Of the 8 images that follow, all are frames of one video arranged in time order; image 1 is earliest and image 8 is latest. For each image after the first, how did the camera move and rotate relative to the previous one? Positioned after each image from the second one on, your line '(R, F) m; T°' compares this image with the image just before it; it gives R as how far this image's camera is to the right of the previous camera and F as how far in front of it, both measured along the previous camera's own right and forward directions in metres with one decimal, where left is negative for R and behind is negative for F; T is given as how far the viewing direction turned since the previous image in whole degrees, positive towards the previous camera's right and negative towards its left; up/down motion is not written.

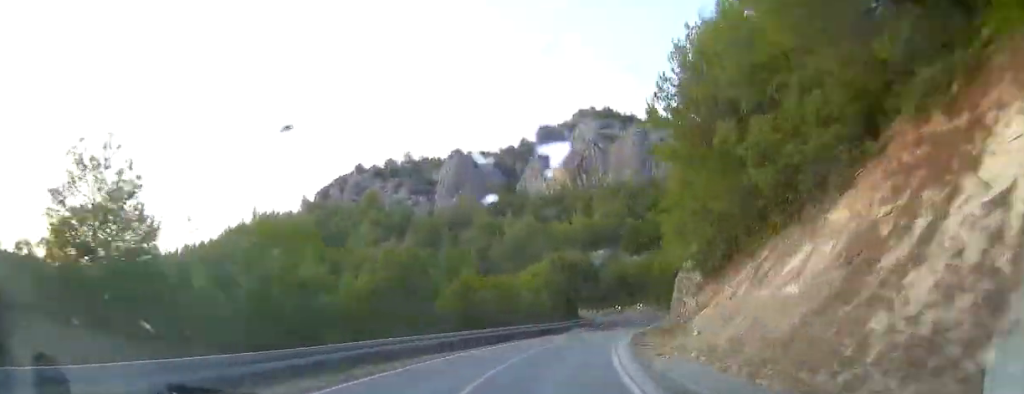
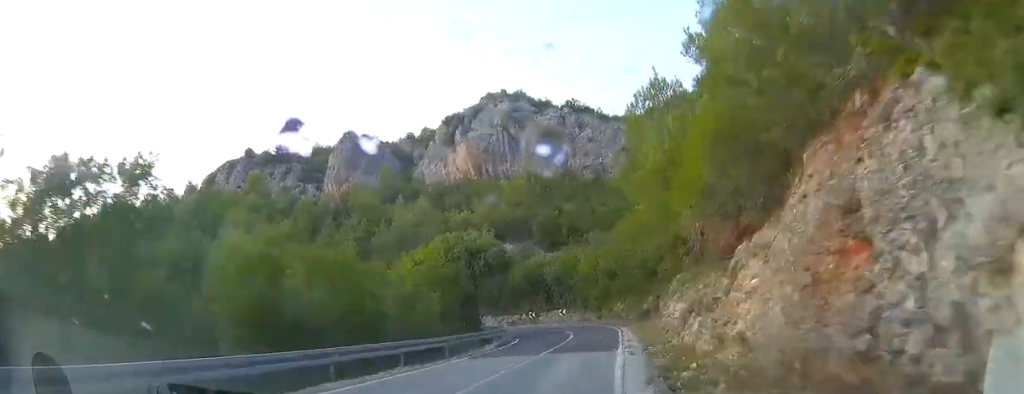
(+2.4, +14.9) m; +10°
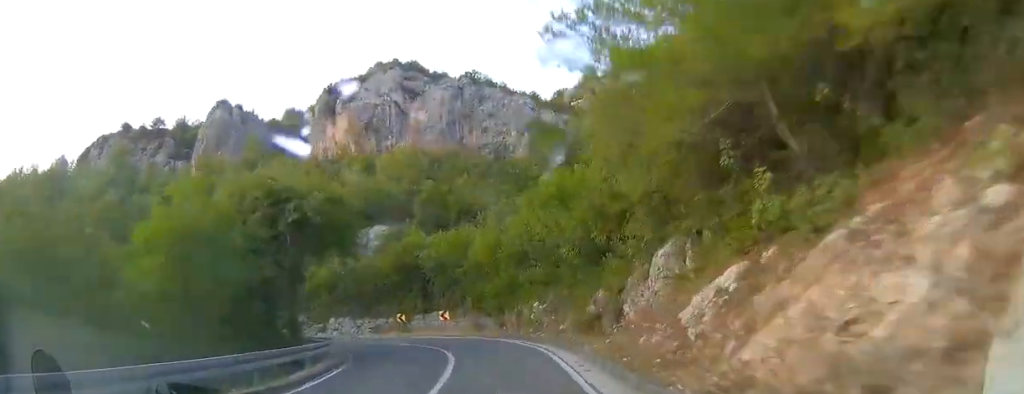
(+1.6, +16.1) m; +6°
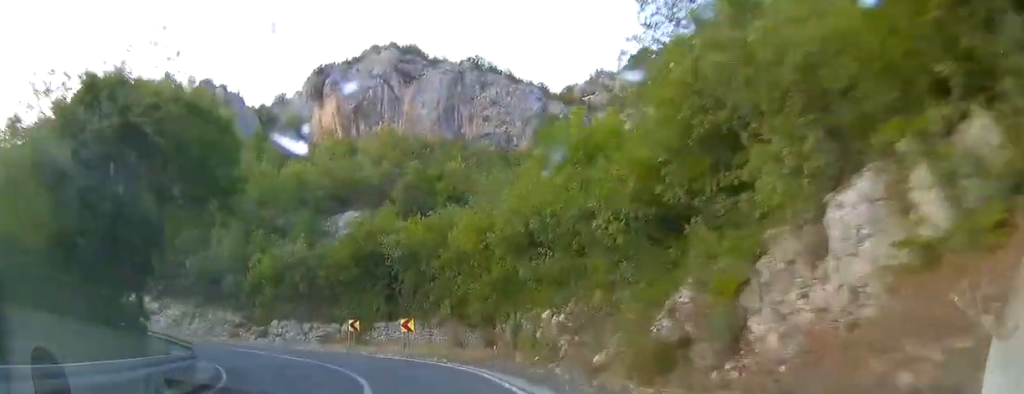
(+1.2, +10.4) m; 0°
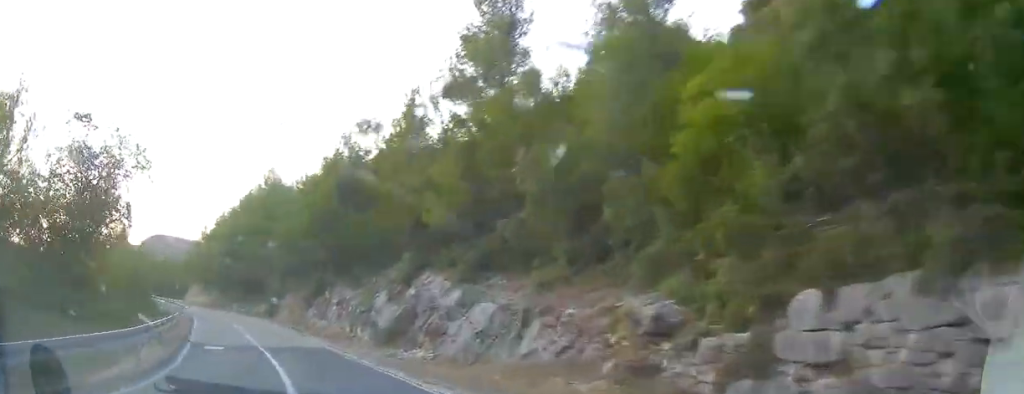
(-8.4, +26.4) m; -45°
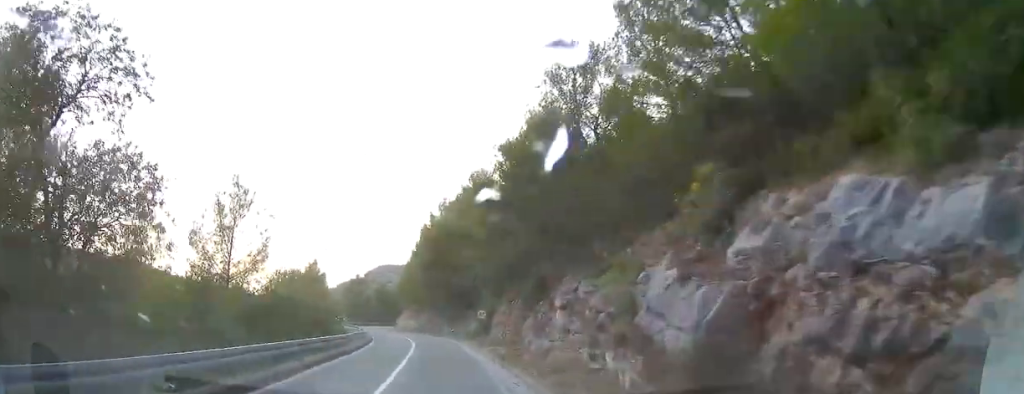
(-1.9, +11.6) m; -21°
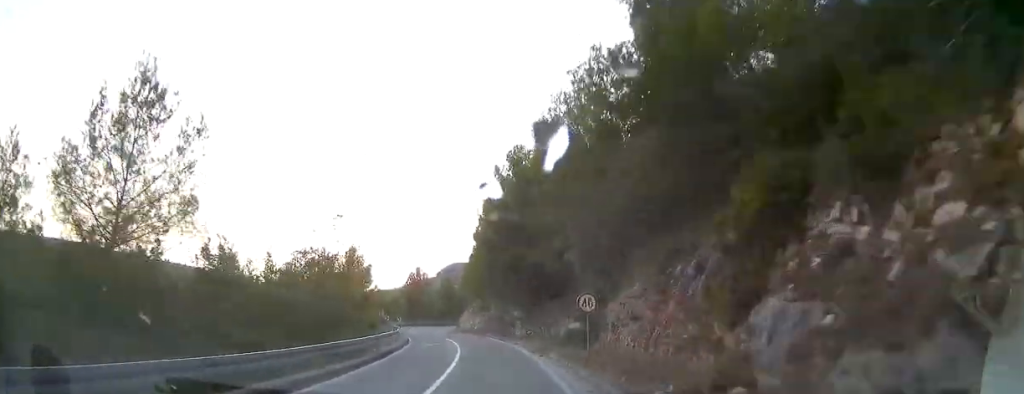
(-3.0, +14.0) m; -11°
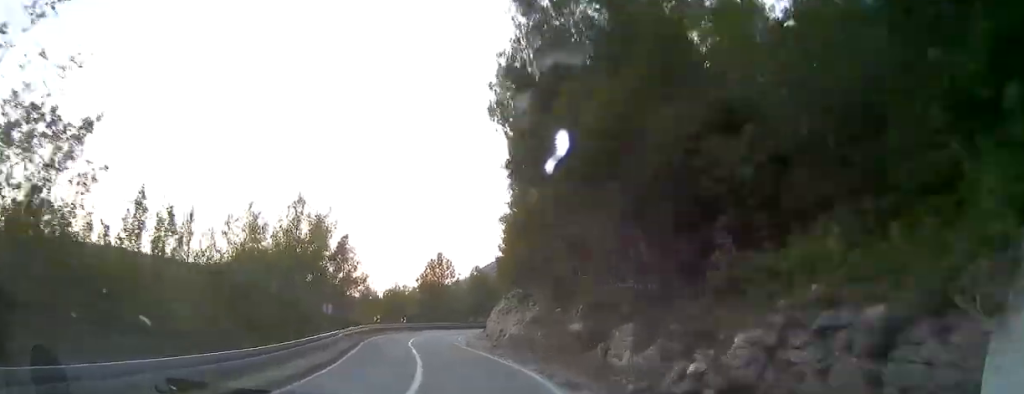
(-1.7, +22.3) m; -9°
